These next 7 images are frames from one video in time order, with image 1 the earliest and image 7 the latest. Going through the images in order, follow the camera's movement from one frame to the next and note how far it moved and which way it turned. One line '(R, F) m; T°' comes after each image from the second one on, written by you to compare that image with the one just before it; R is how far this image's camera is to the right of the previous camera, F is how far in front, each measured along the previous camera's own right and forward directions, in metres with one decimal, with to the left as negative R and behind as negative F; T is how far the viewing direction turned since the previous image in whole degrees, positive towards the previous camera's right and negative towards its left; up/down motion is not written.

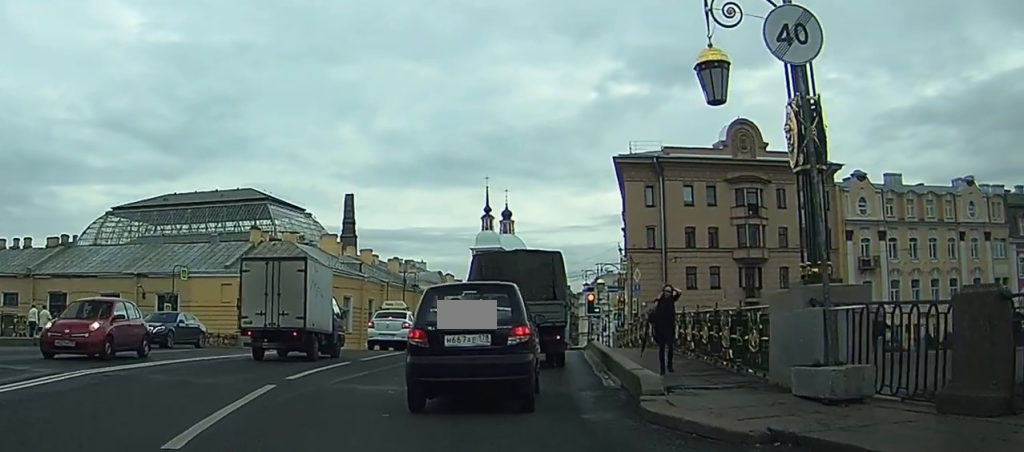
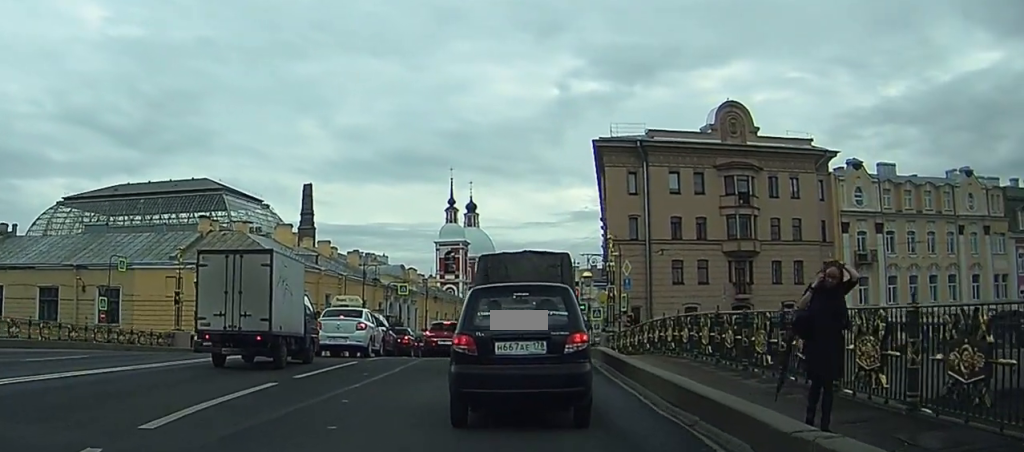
(+0.5, +6.9) m; +7°
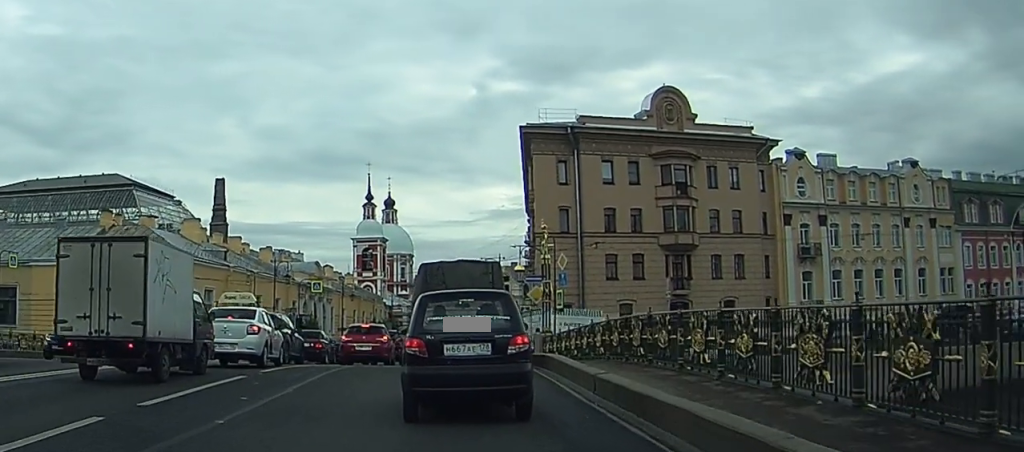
(+0.4, +5.8) m; +10°
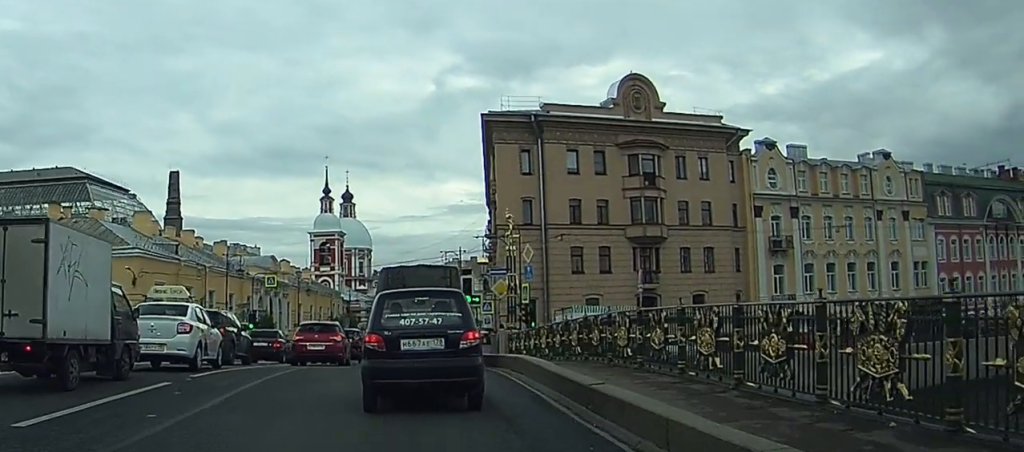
(+0.1, +2.5) m; +7°
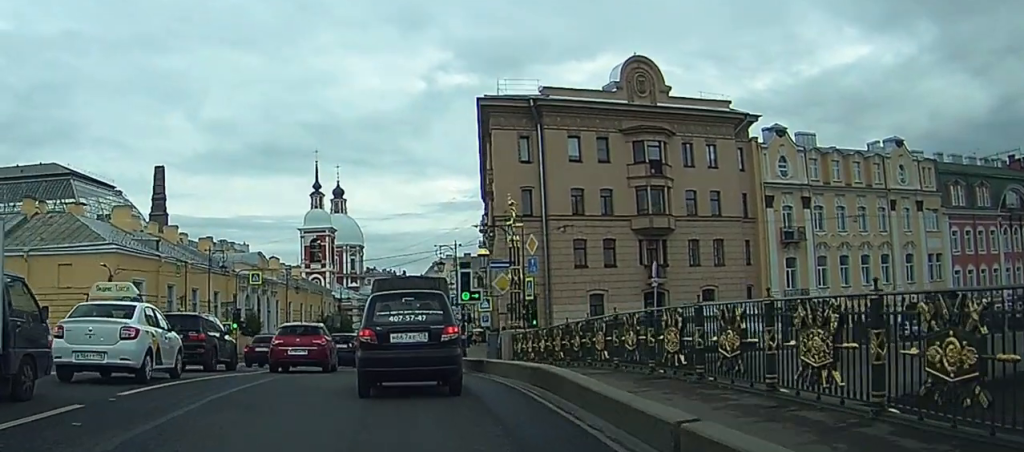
(+0.3, +3.7) m; +5°
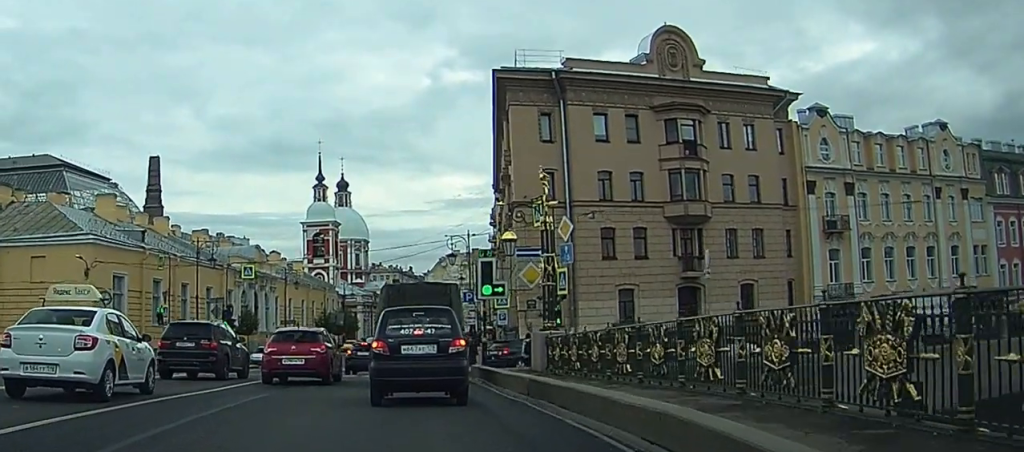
(0.0, +5.3) m; -4°
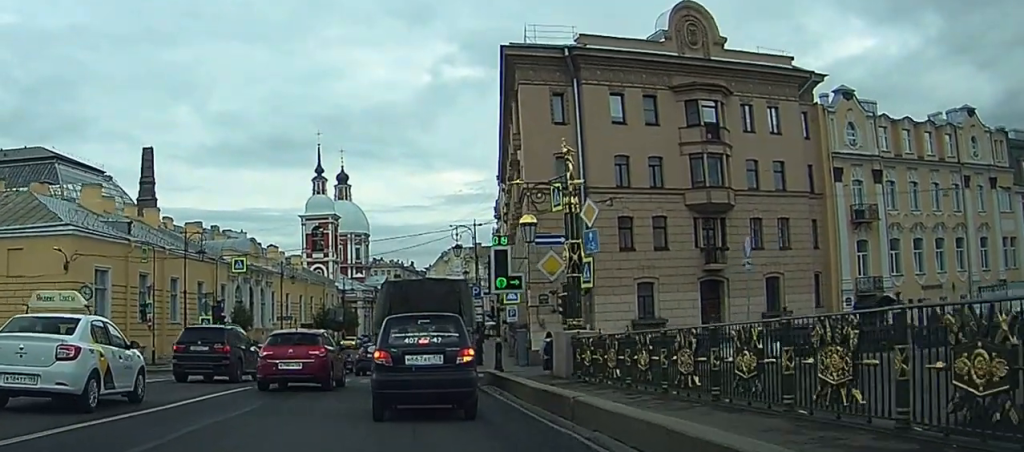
(-0.1, +3.2) m; -5°
